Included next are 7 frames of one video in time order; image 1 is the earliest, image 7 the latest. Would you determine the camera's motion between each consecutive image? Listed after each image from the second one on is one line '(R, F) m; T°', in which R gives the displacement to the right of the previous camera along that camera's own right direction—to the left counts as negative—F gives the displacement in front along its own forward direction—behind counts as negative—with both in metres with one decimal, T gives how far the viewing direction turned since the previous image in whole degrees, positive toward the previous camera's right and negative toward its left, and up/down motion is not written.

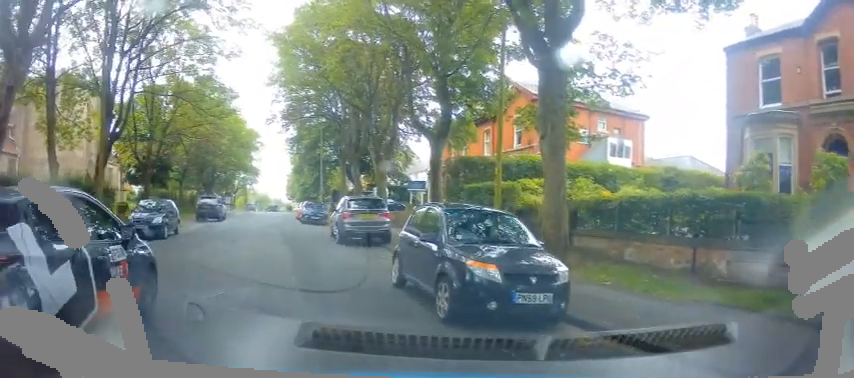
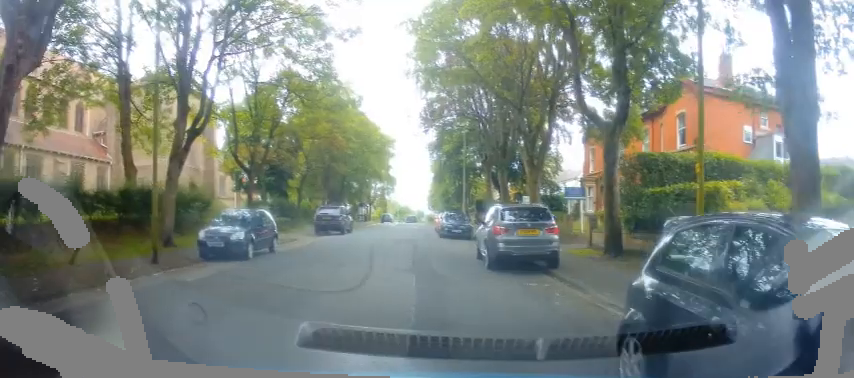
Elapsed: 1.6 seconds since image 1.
(-0.7, +3.2) m; -18°
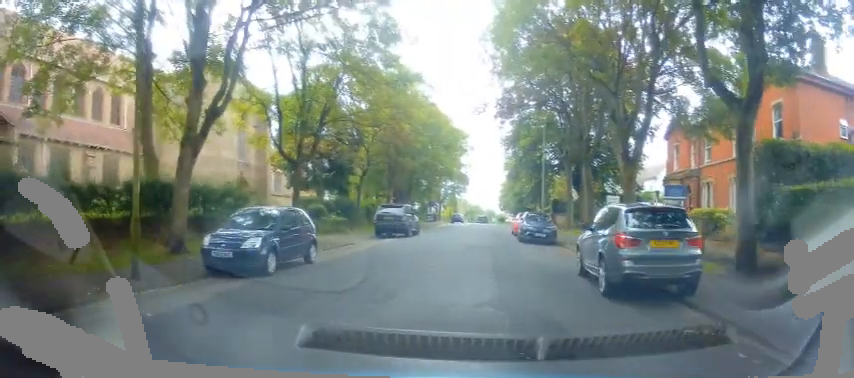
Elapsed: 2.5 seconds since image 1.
(0.0, +2.5) m; +6°
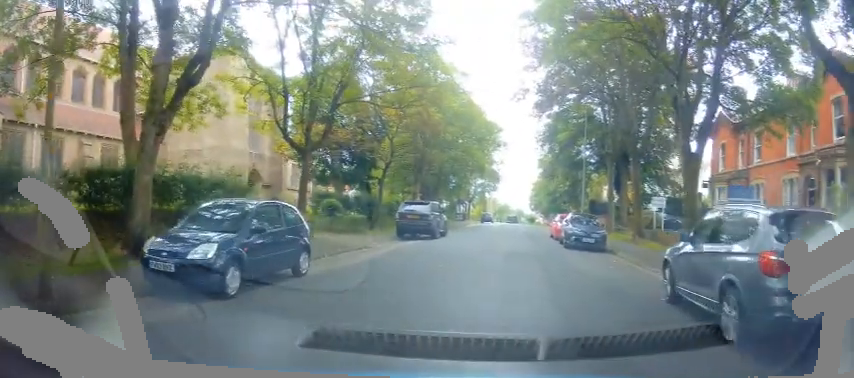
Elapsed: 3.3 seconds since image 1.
(+0.3, +2.7) m; +6°
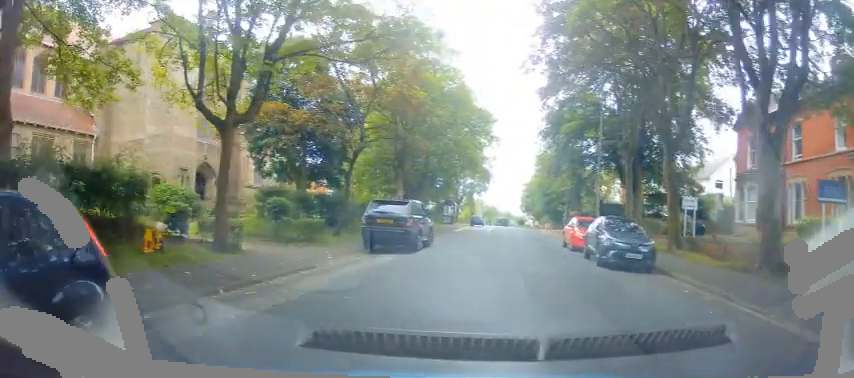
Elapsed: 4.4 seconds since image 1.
(0.0, +5.3) m; 0°
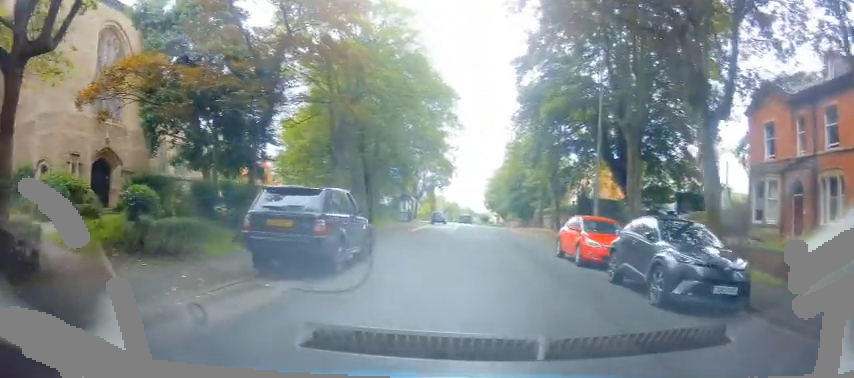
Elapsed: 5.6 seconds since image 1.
(0.0, +7.0) m; 0°
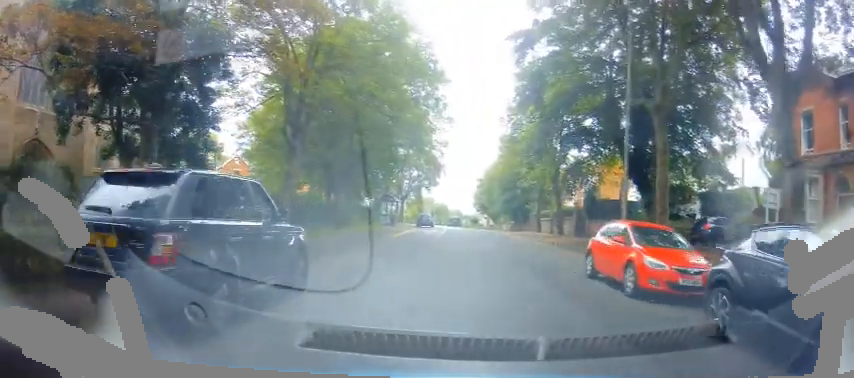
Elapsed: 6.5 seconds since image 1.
(0.0, +5.4) m; 0°
